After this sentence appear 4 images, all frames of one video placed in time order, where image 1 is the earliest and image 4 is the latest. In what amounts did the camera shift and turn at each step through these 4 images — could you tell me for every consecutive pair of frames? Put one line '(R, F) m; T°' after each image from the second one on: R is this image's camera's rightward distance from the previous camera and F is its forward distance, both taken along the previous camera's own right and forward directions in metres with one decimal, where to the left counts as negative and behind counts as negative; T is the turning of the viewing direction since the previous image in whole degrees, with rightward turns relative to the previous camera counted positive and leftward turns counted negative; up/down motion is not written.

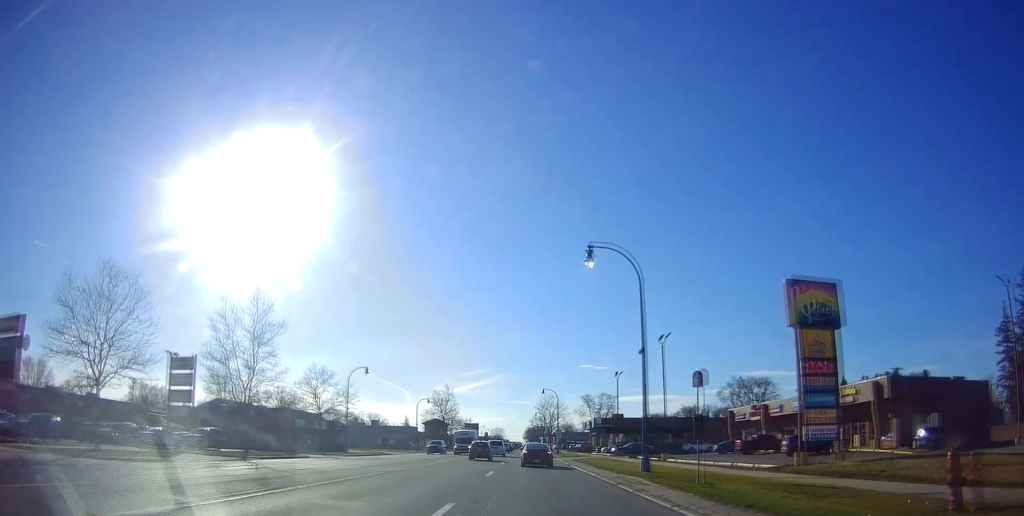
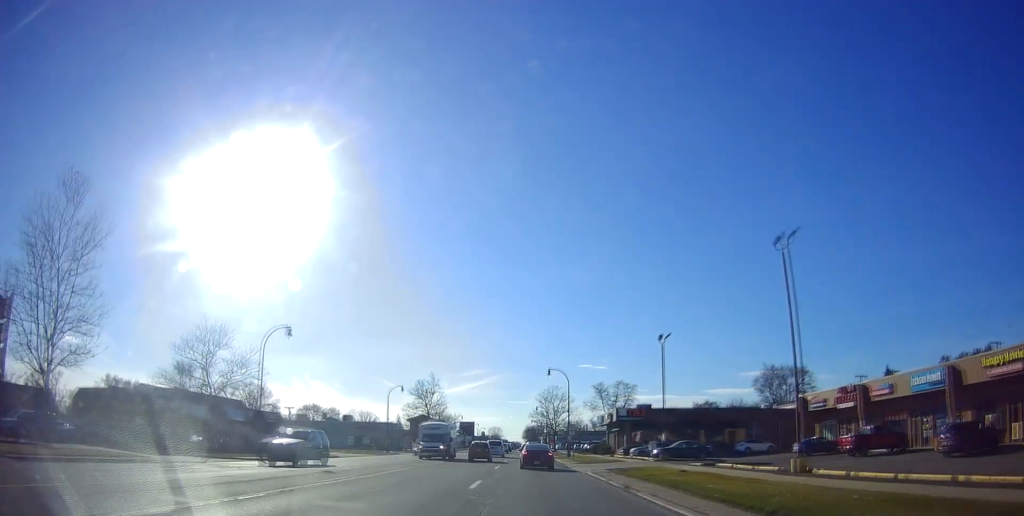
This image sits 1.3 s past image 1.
(0.0, +23.2) m; 0°
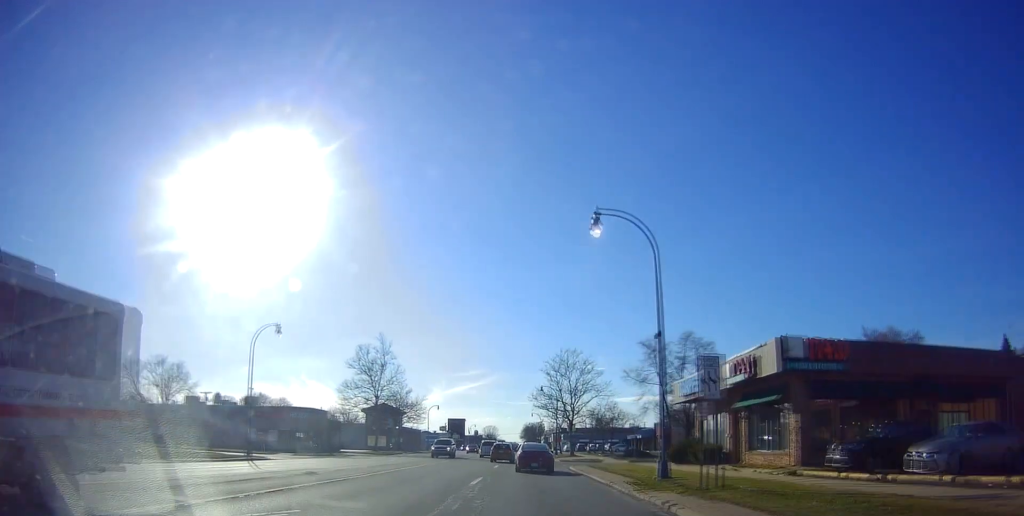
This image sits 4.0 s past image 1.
(+0.4, +49.1) m; +2°
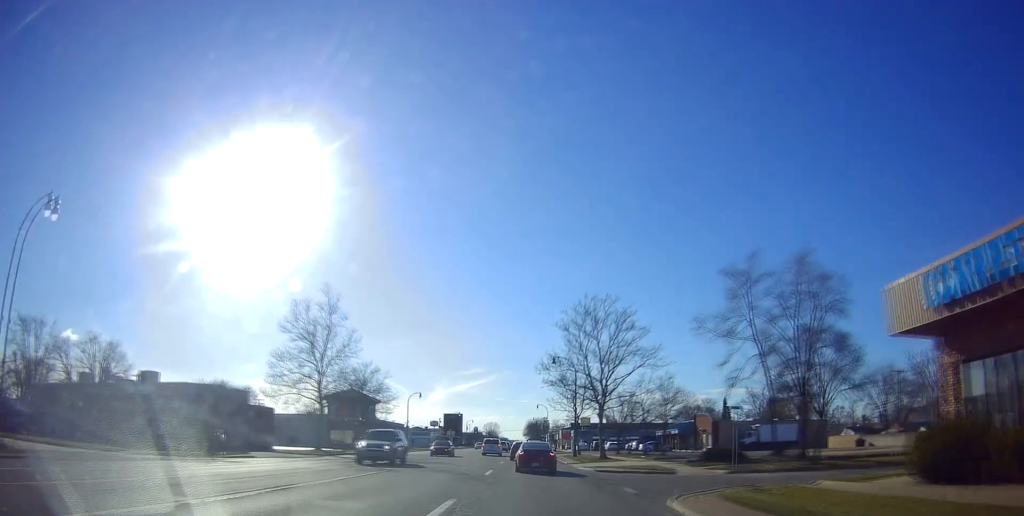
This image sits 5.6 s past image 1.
(+0.2, +29.0) m; 0°
